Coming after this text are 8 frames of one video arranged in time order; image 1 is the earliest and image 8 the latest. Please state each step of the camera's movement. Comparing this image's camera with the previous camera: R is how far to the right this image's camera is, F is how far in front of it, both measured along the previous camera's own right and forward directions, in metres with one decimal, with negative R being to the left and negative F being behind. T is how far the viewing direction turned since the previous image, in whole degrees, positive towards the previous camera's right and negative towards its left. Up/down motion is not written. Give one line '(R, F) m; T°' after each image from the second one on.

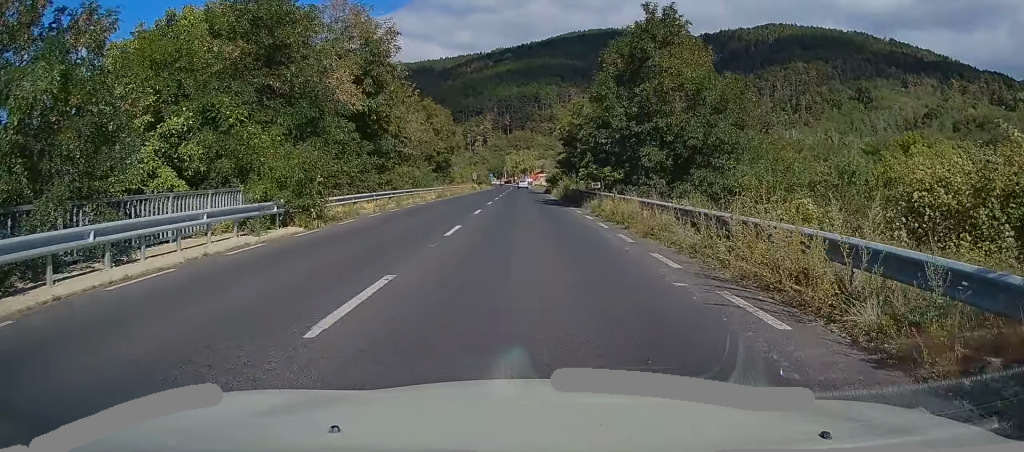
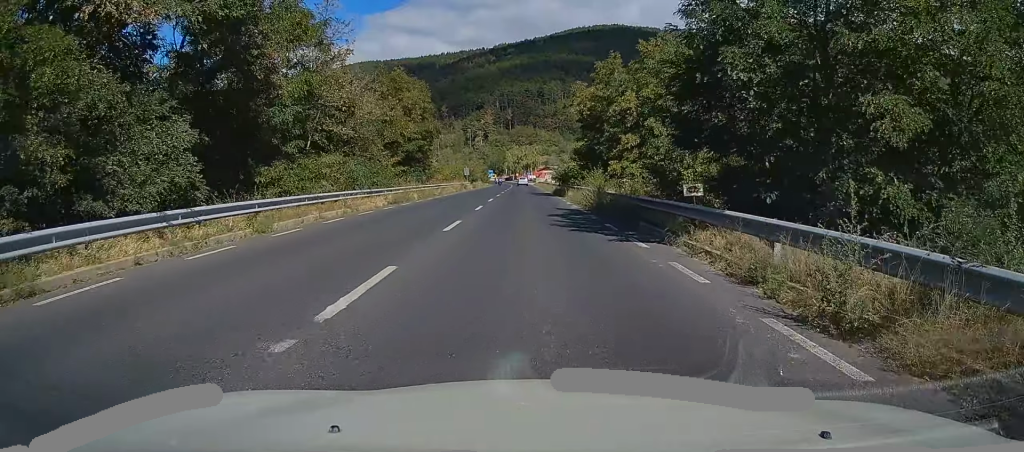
(0.0, +17.6) m; -1°
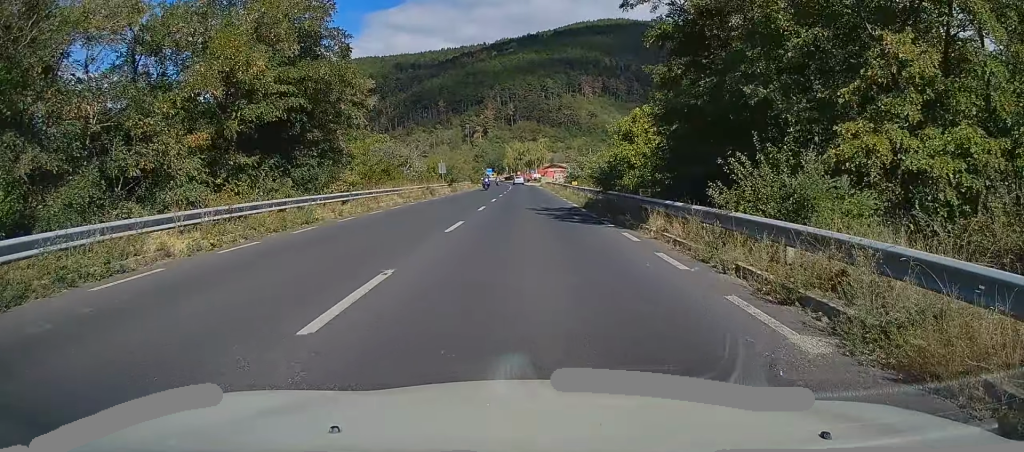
(-0.3, +26.7) m; -1°
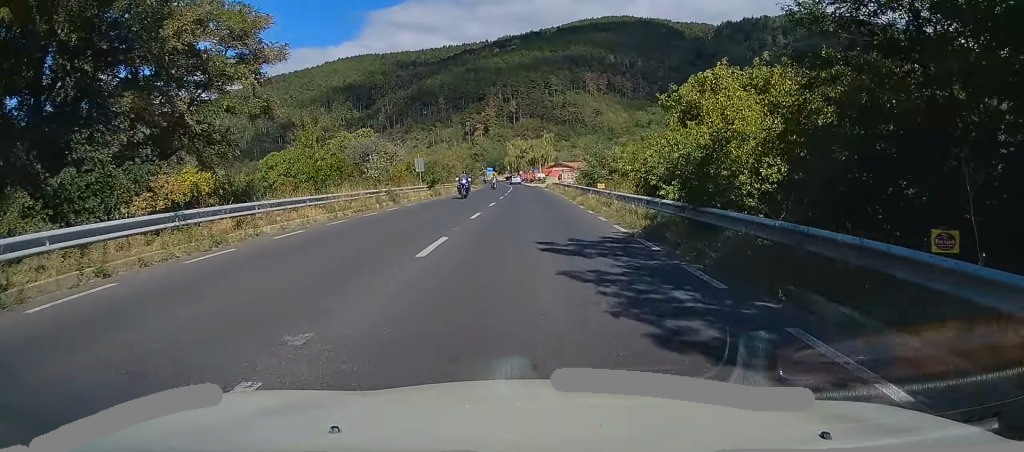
(0.0, +13.5) m; 0°
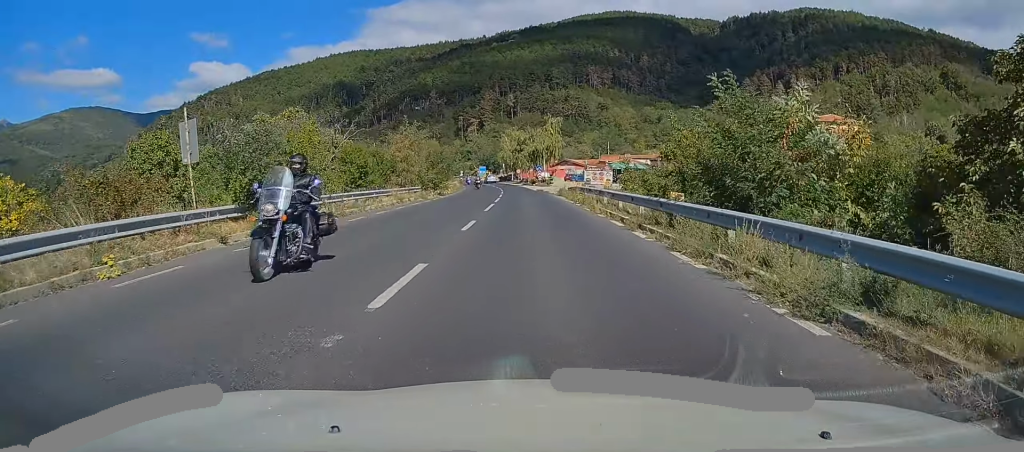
(0.0, +30.2) m; 0°
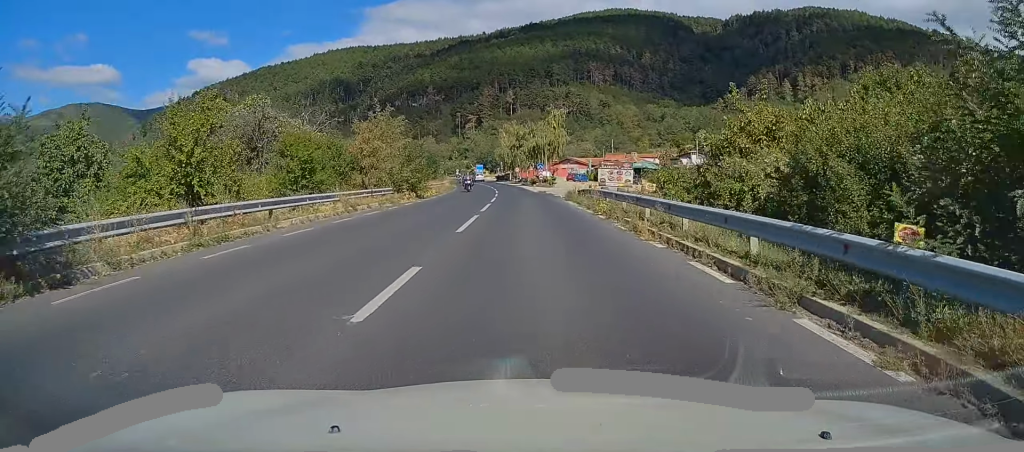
(0.0, +9.3) m; 0°
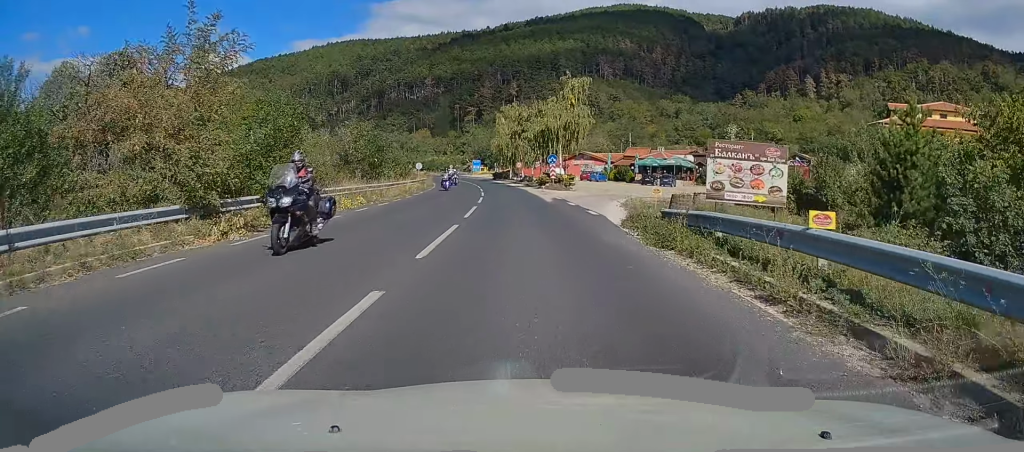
(0.0, +22.3) m; 0°
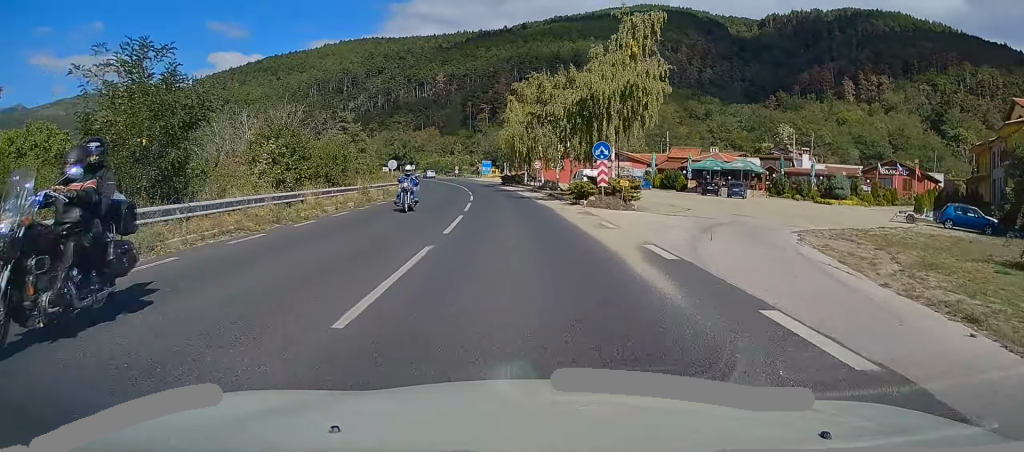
(-0.2, +22.4) m; -2°
